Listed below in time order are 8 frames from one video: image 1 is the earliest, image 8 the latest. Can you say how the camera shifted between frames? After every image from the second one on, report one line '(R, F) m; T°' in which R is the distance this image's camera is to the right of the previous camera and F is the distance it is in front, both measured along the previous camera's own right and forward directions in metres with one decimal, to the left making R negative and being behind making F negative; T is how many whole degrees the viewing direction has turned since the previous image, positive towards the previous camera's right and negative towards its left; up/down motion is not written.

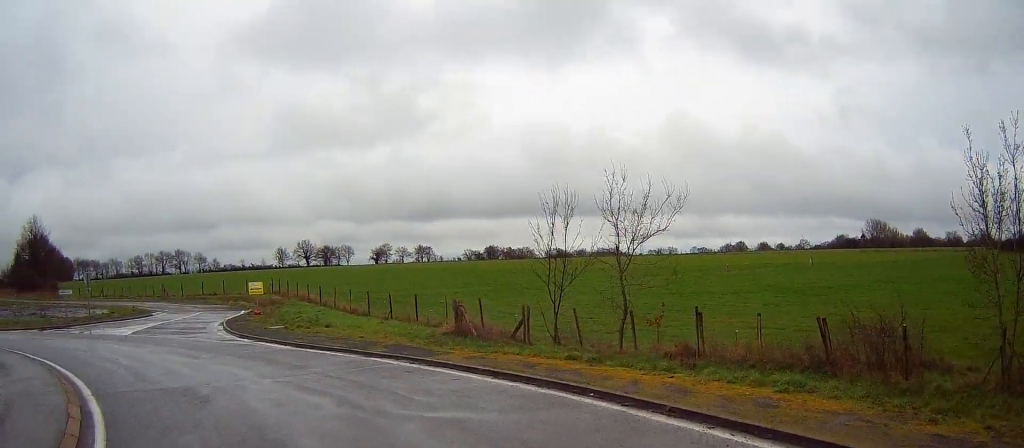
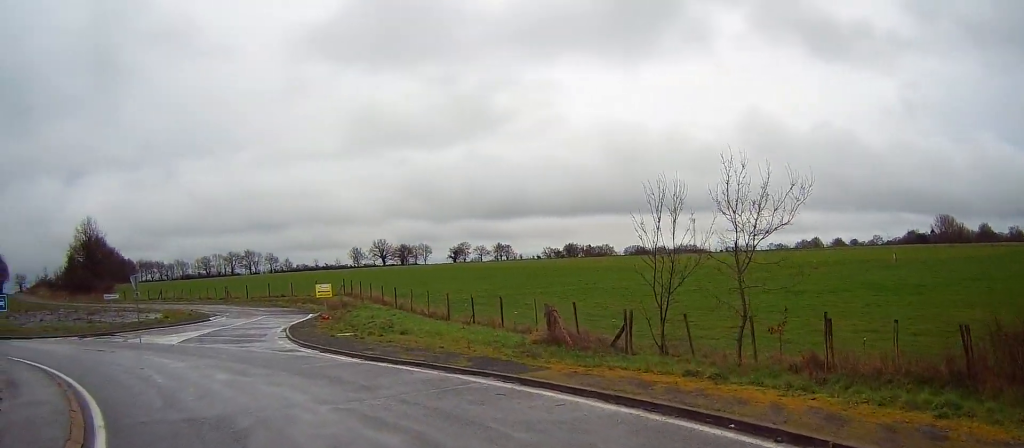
(-0.2, +2.3) m; -8°
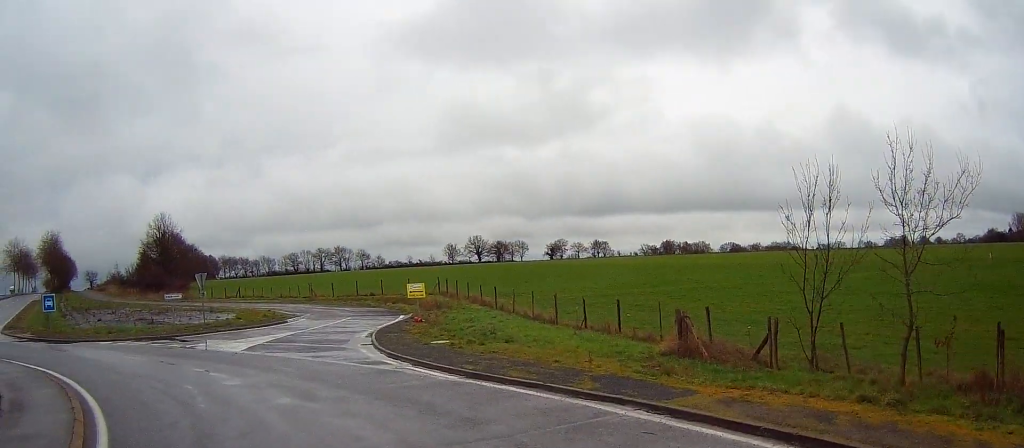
(-0.2, +2.9) m; -9°
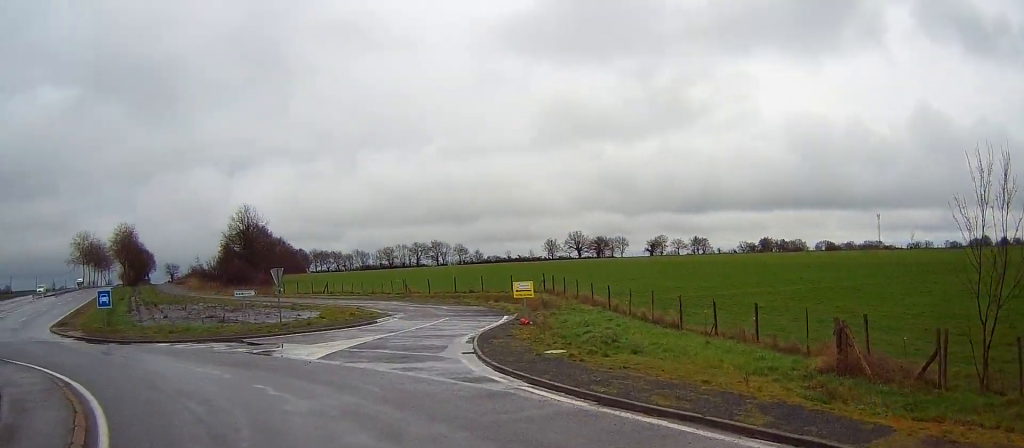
(+0.1, +2.9) m; -9°
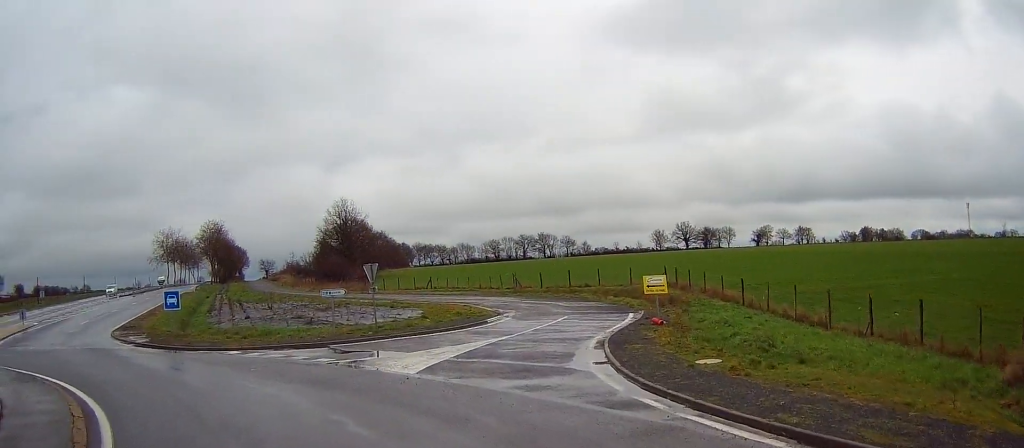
(-0.6, +3.1) m; -9°
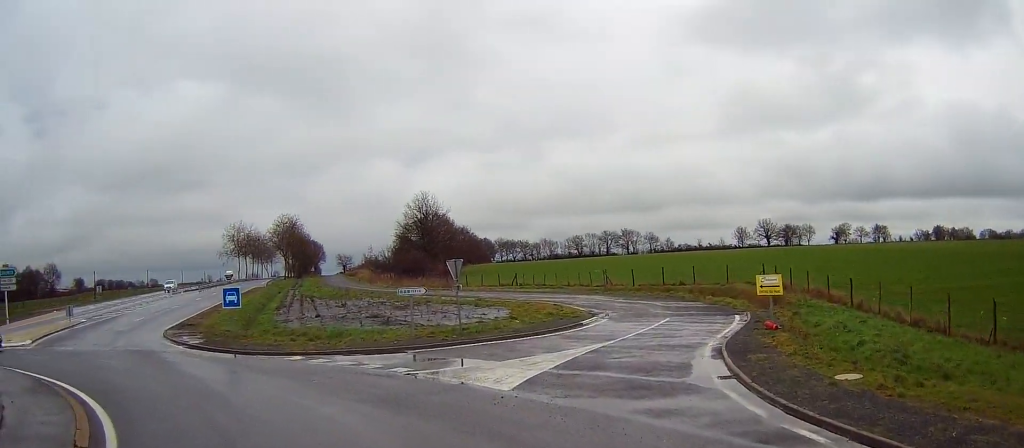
(-0.1, +2.3) m; -6°
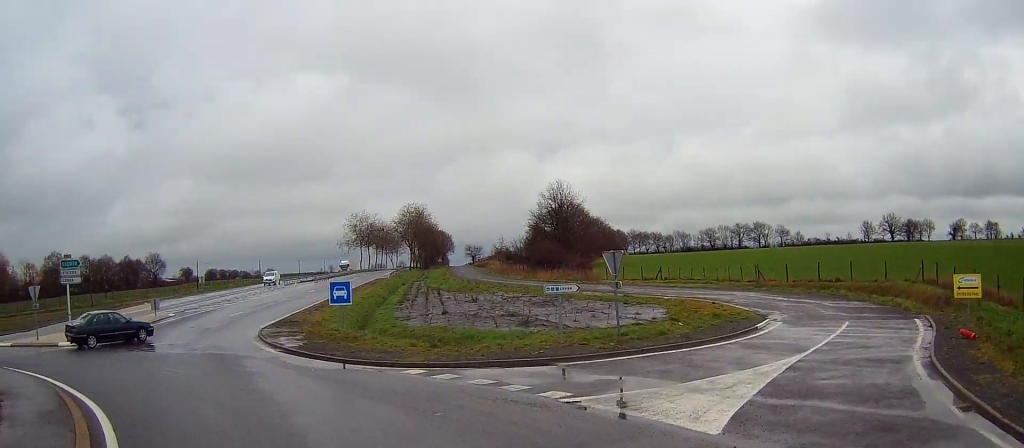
(-0.3, +3.9) m; -10°
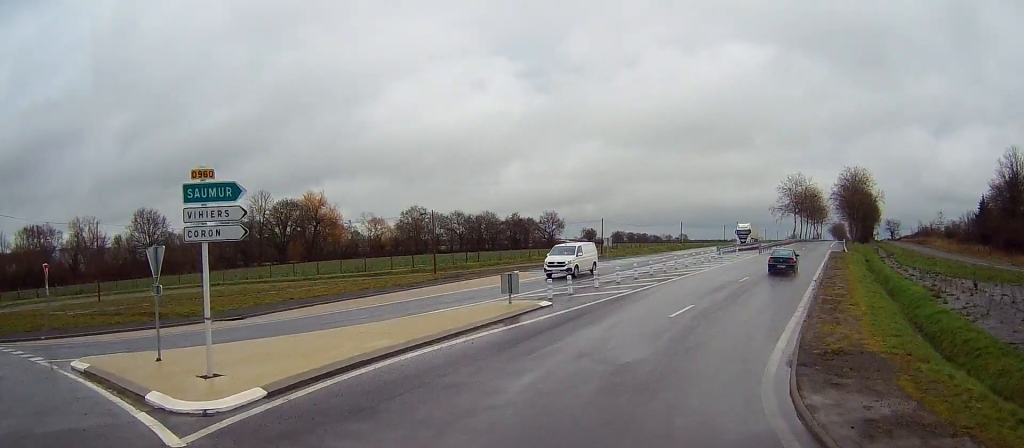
(-6.2, +18.2) m; -22°
